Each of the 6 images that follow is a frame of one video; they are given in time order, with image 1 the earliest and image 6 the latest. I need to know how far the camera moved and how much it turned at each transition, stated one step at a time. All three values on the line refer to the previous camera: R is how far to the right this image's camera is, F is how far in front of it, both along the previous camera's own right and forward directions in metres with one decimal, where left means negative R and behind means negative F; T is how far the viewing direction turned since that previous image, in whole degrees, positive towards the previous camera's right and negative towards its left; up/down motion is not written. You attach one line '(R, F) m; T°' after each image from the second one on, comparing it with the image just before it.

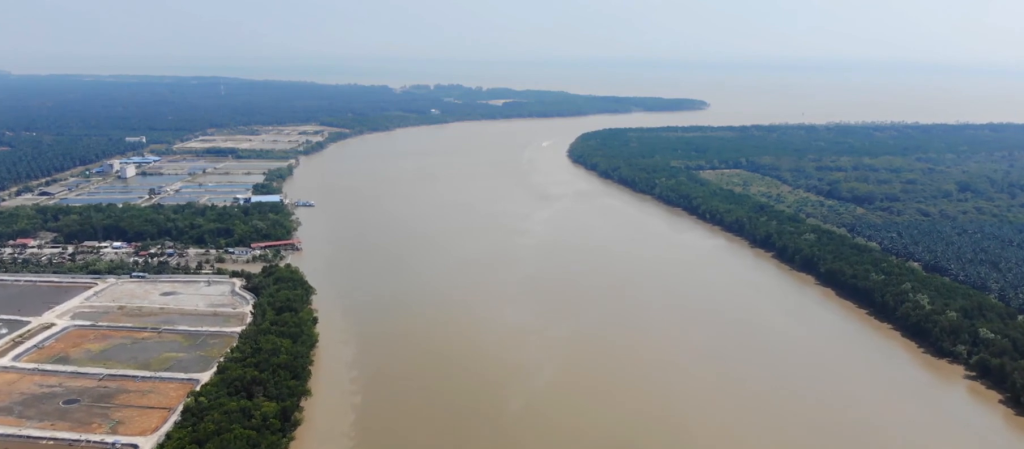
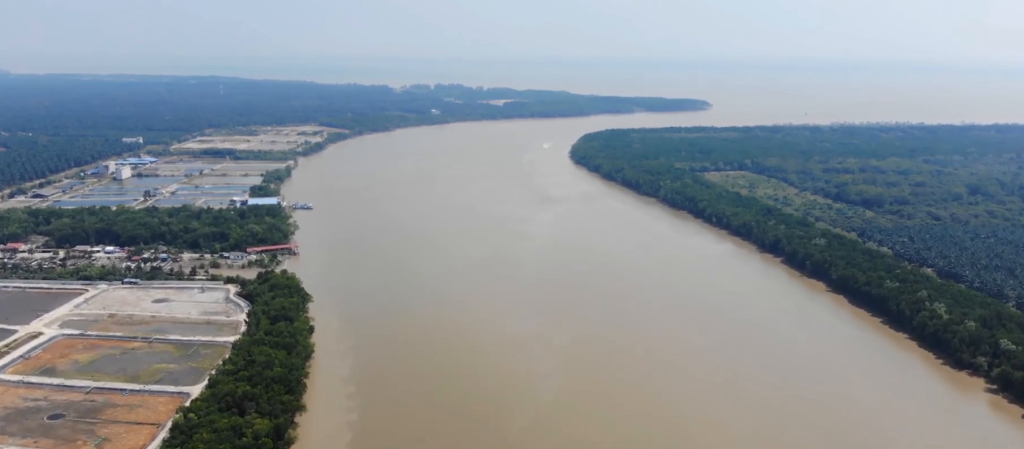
(0.0, +17.8) m; 0°
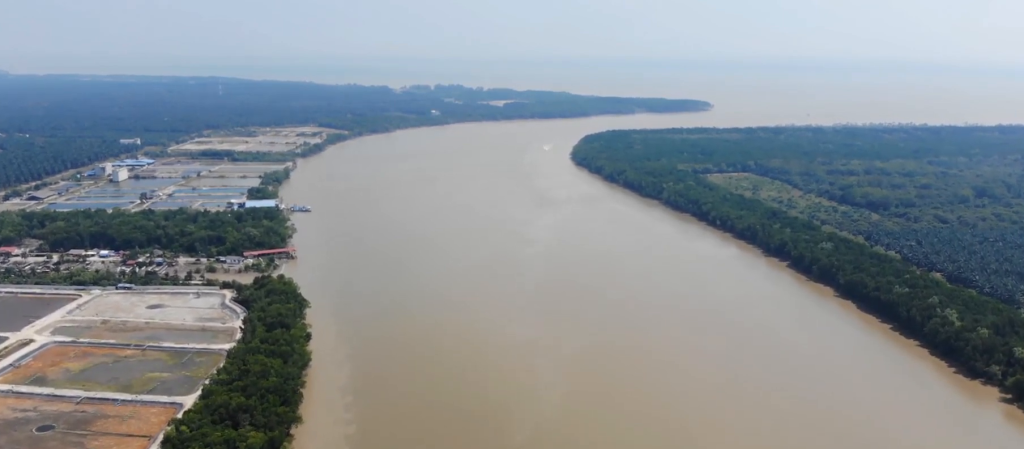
(0.0, +11.2) m; 0°
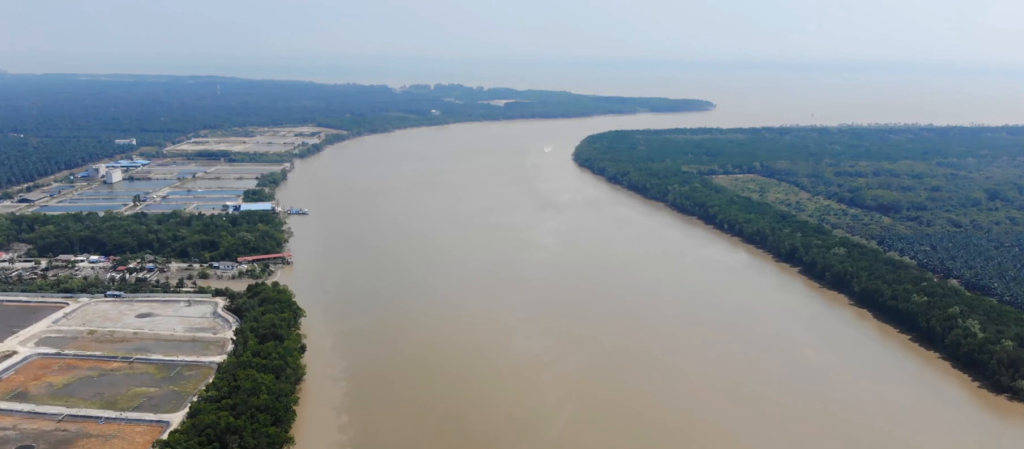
(0.0, +20.4) m; 0°
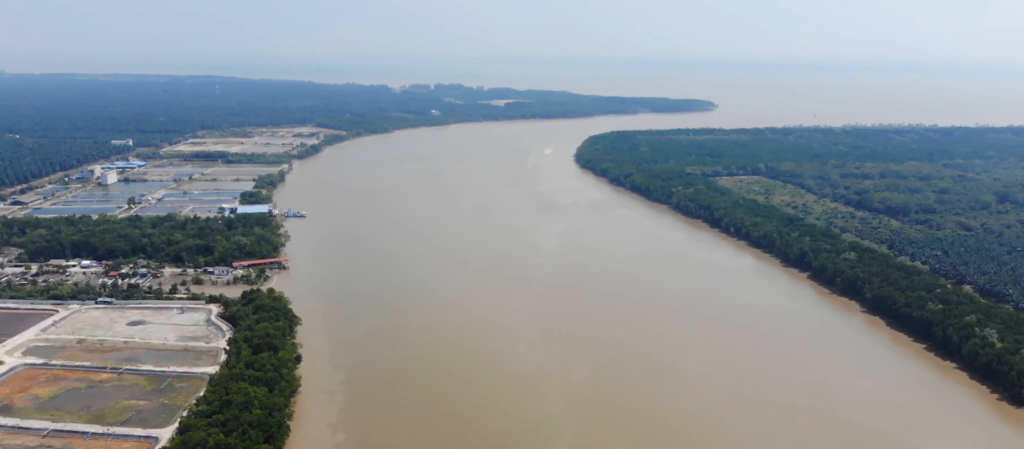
(+0.2, +15.8) m; +1°
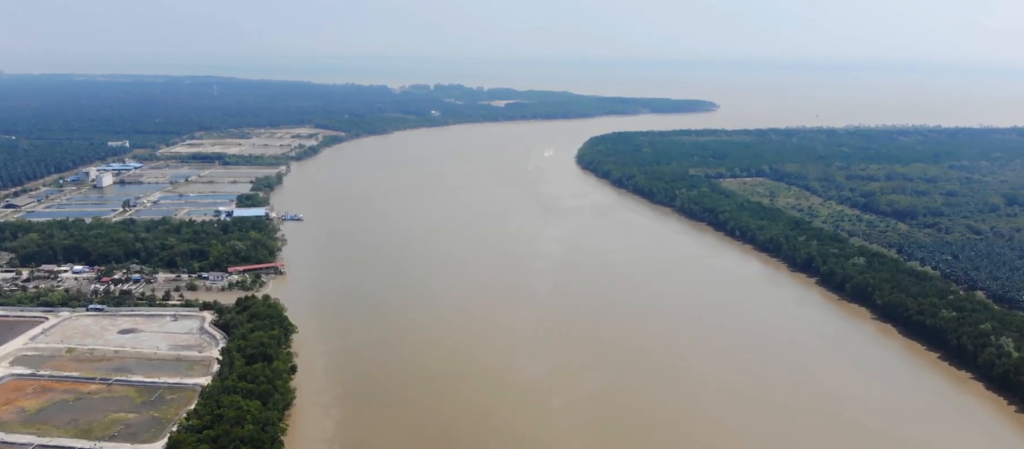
(0.0, +14.1) m; 0°
